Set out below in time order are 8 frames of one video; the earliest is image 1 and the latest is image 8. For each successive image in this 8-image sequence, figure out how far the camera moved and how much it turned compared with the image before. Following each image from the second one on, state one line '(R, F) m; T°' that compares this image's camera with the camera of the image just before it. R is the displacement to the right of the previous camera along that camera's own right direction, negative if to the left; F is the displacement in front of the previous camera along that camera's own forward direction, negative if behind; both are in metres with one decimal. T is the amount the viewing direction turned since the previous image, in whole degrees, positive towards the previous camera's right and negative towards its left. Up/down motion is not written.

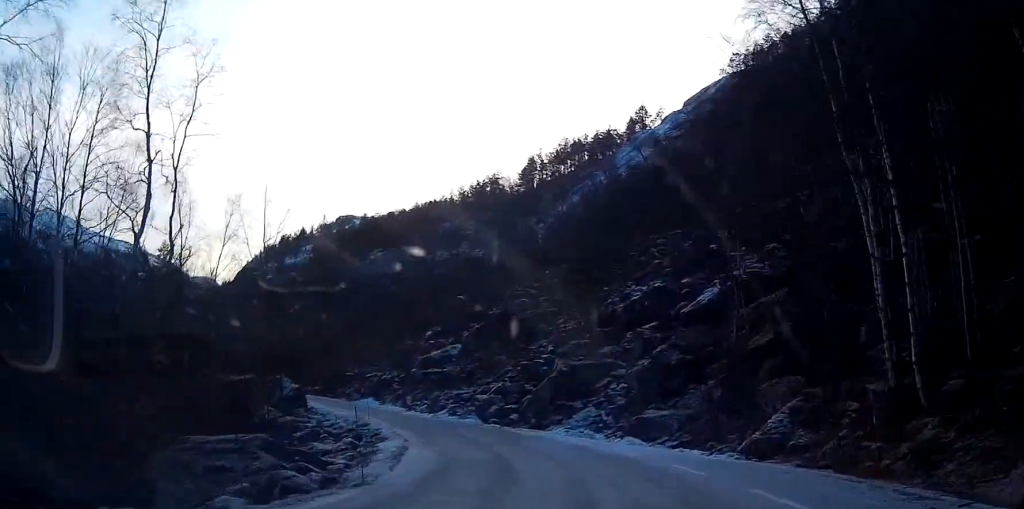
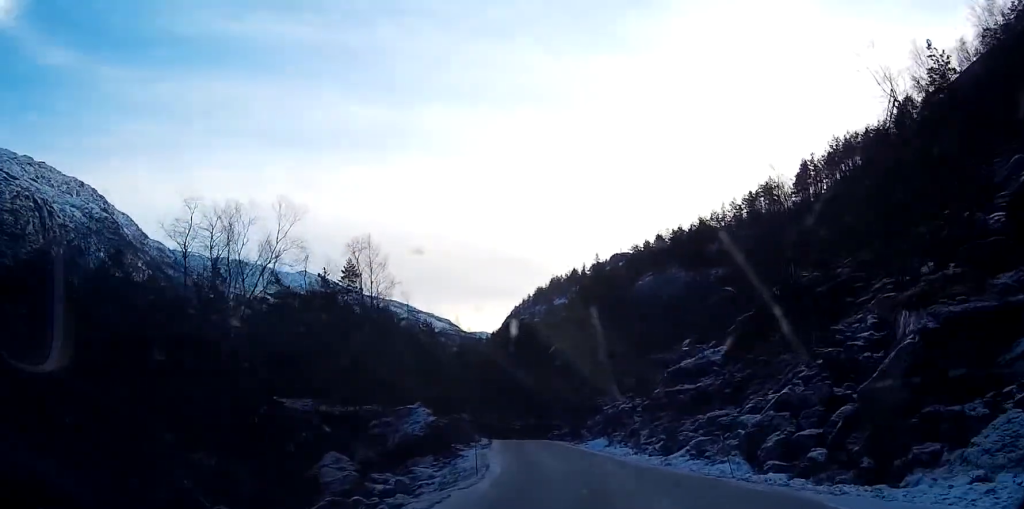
(-5.0, +25.6) m; -22°
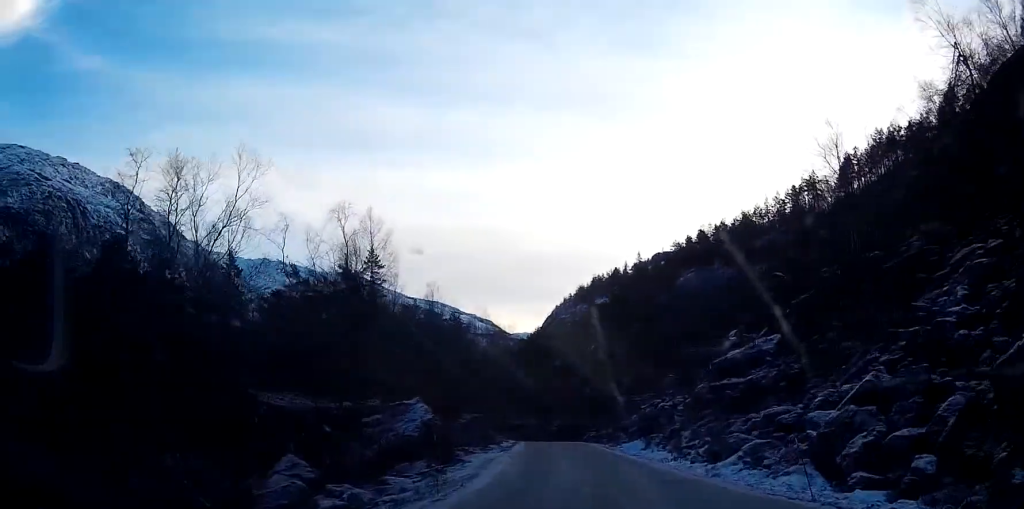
(-0.1, +6.3) m; -5°
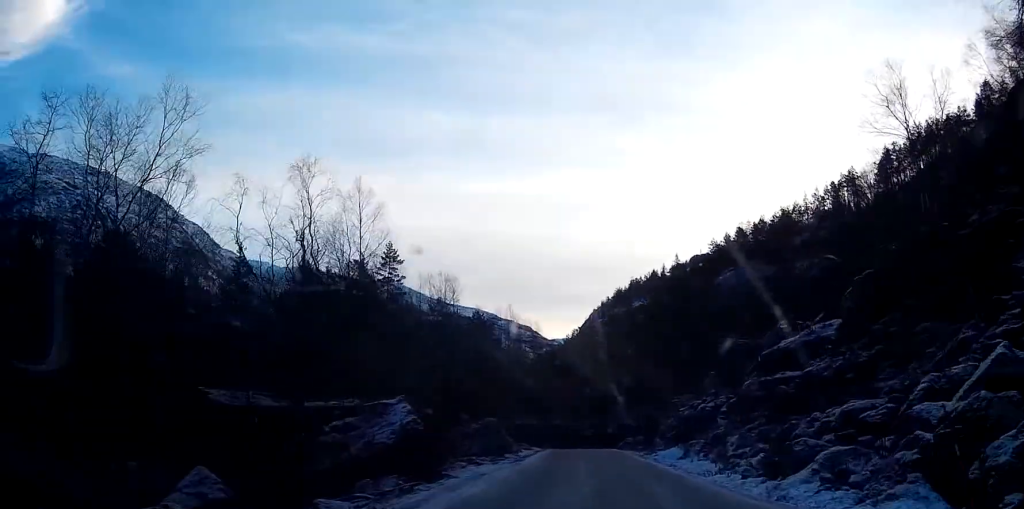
(-0.4, +6.5) m; -2°
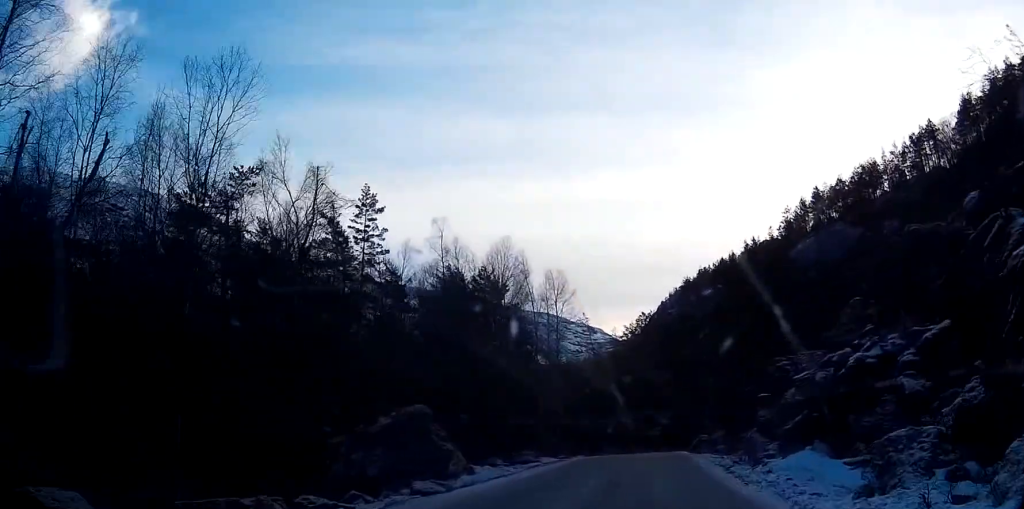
(-1.1, +24.9) m; -3°
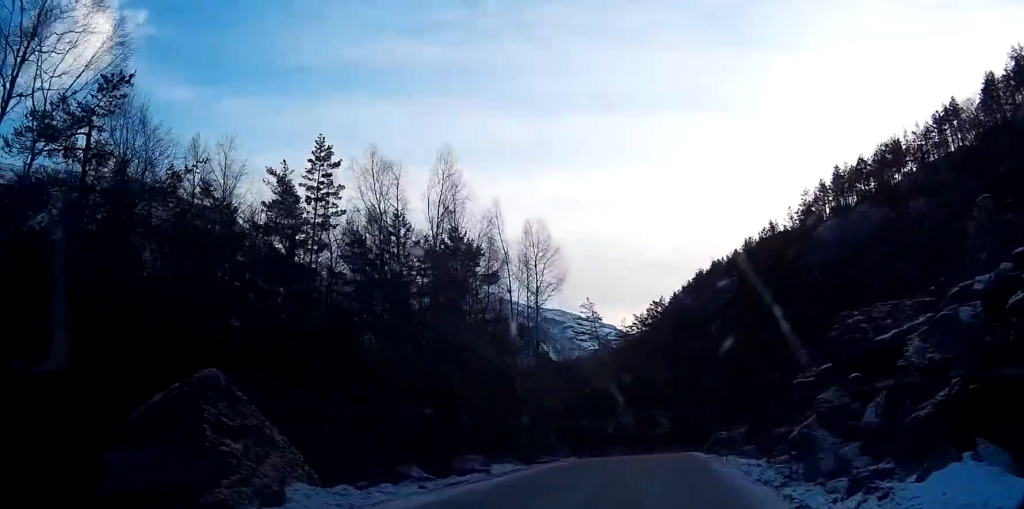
(0.0, +11.2) m; -1°
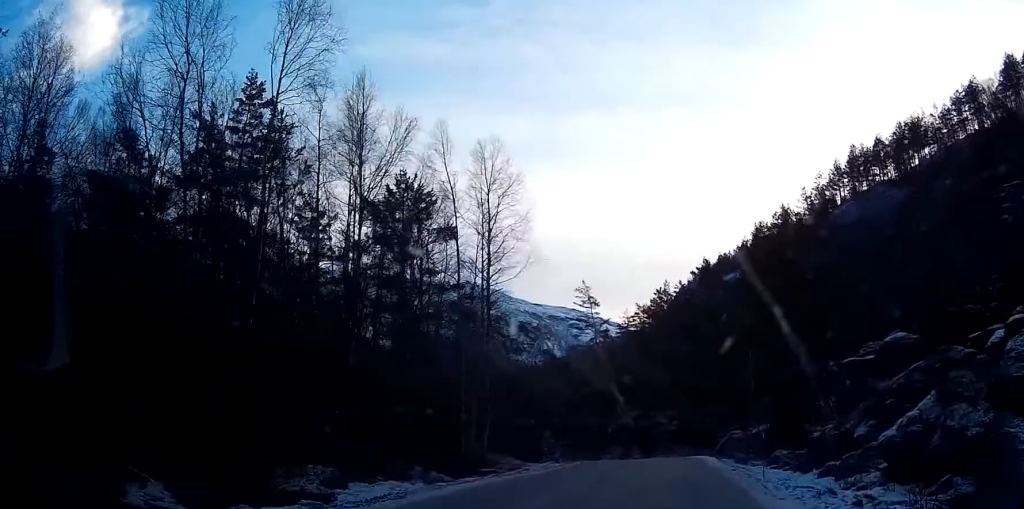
(-0.2, +11.2) m; 0°
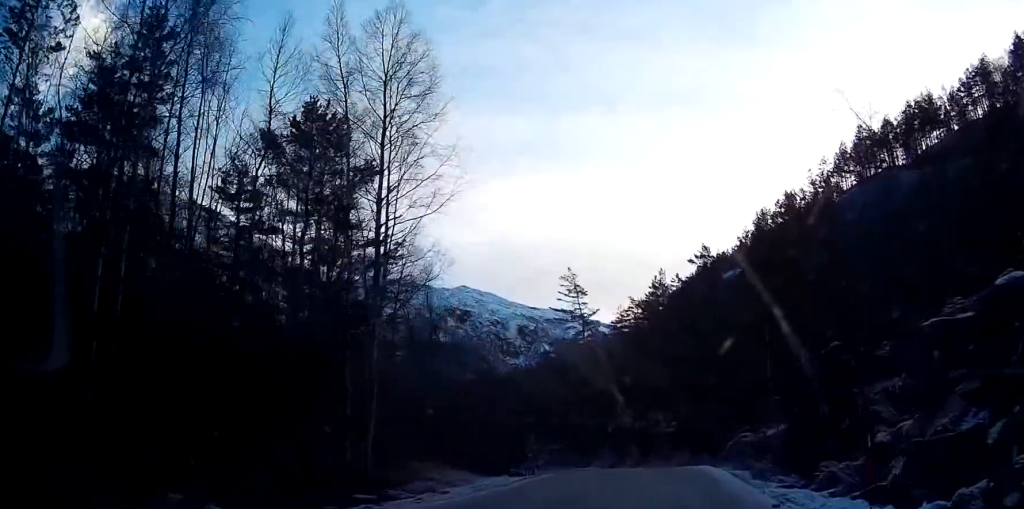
(0.0, +10.3) m; -1°
